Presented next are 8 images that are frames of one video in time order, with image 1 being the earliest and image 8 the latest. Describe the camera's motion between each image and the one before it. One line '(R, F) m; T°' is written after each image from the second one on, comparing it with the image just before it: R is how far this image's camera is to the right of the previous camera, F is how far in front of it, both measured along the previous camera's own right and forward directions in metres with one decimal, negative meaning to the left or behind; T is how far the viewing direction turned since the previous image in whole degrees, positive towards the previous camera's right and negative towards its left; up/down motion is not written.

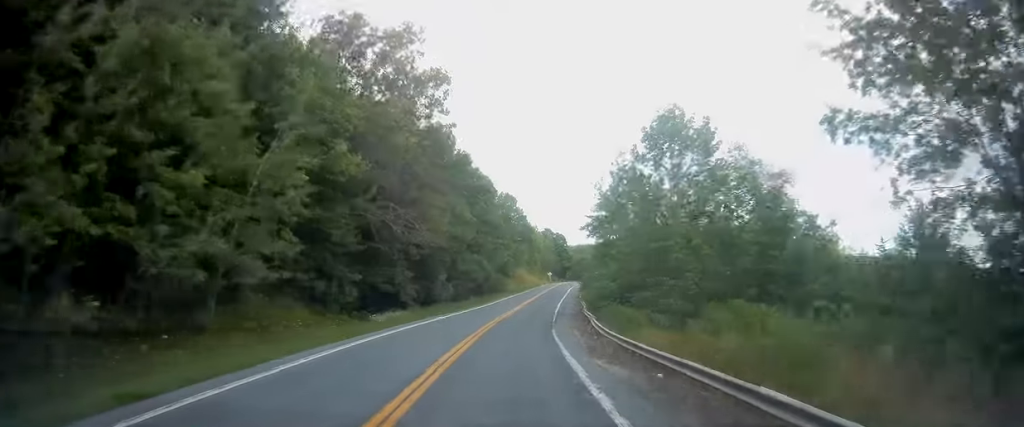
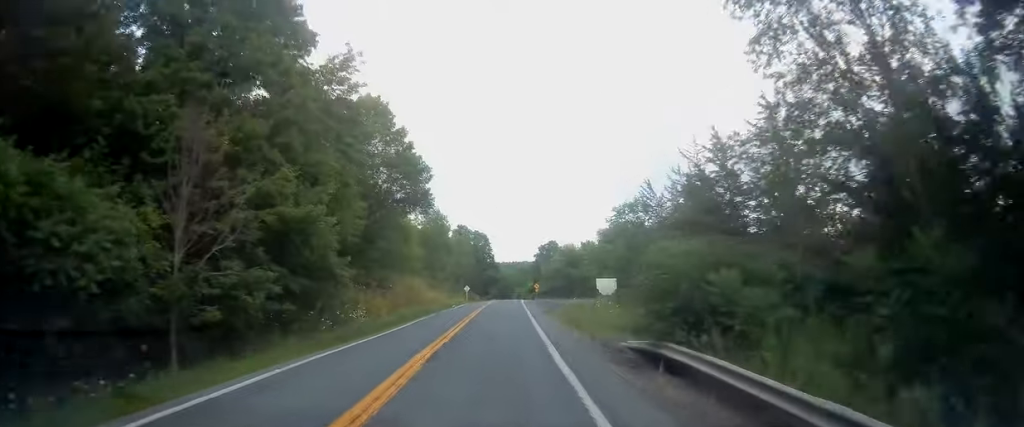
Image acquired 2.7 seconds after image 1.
(+3.3, +62.8) m; +6°
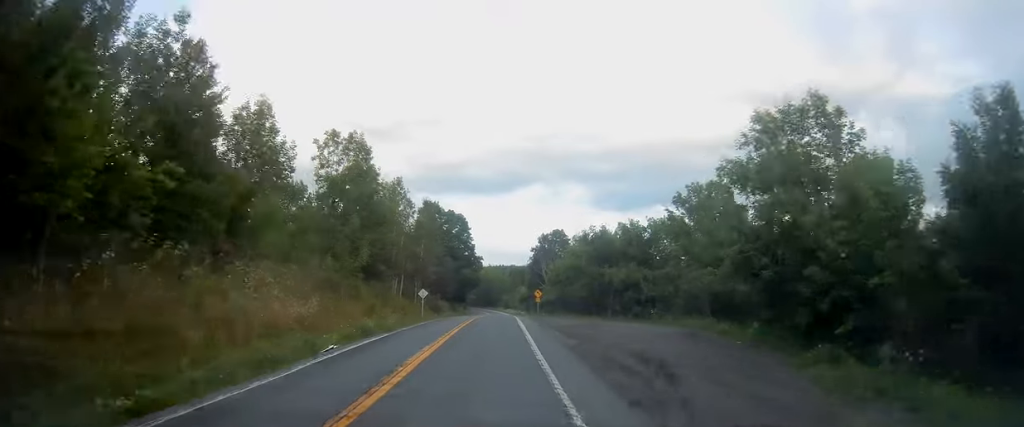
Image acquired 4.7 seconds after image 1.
(+1.3, +43.8) m; +2°
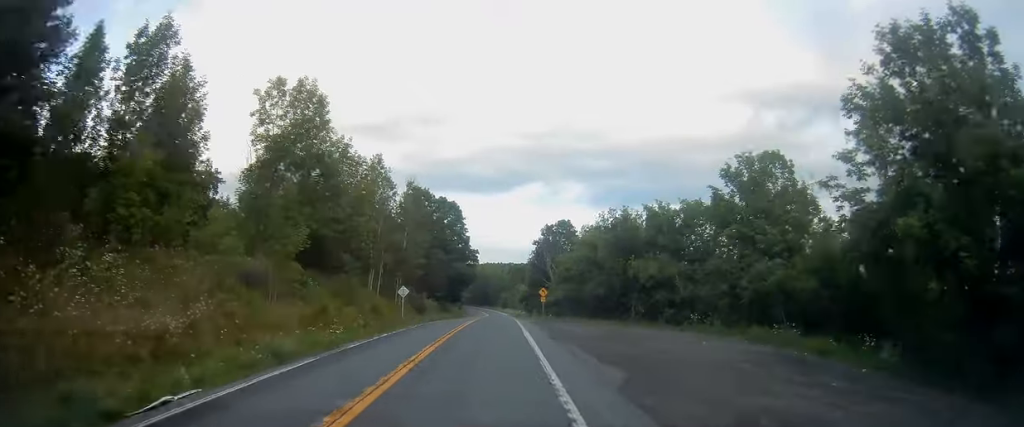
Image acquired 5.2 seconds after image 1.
(0.0, +12.0) m; 0°
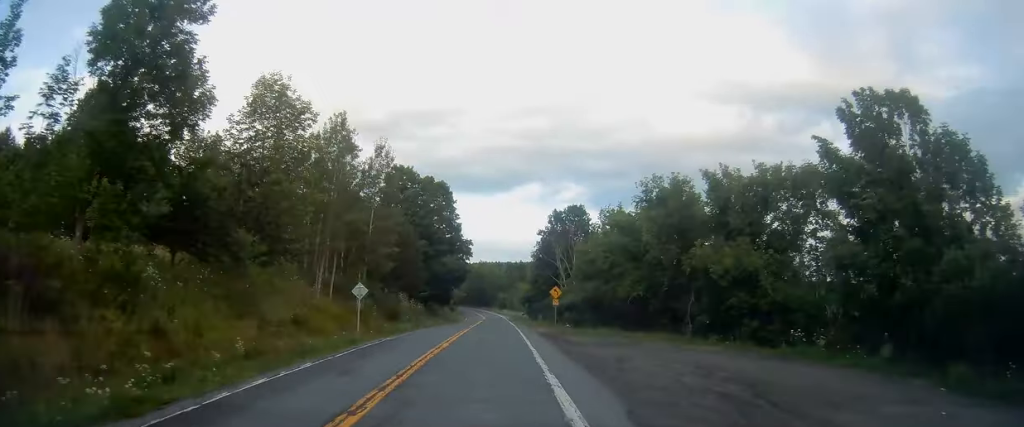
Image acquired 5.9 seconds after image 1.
(0.0, +15.6) m; 0°
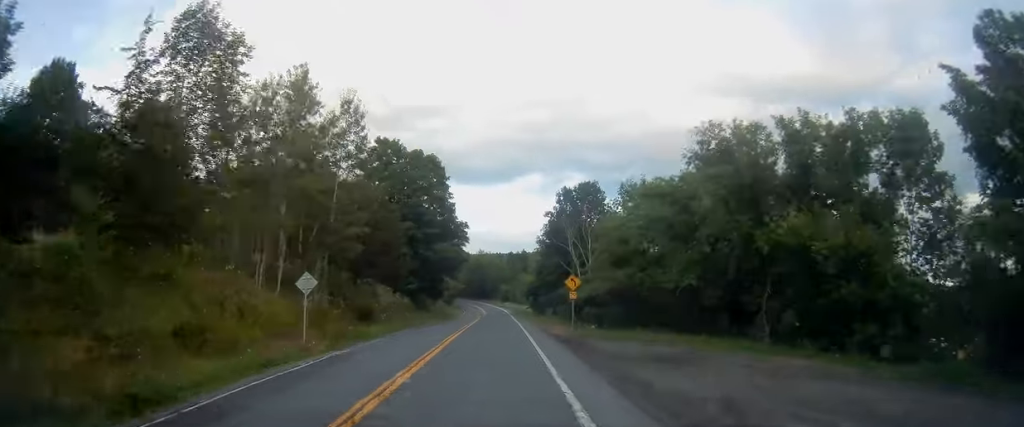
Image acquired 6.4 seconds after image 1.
(-0.1, +10.4) m; +1°
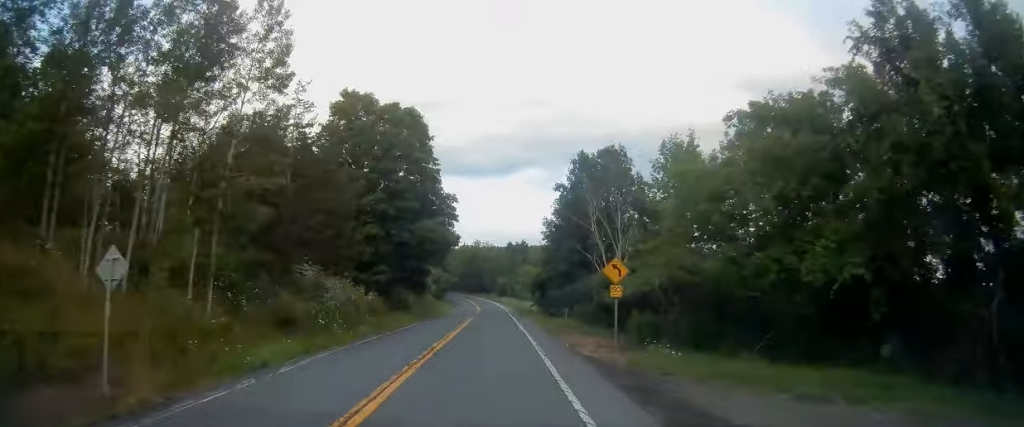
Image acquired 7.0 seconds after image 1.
(+0.2, +14.2) m; 0°
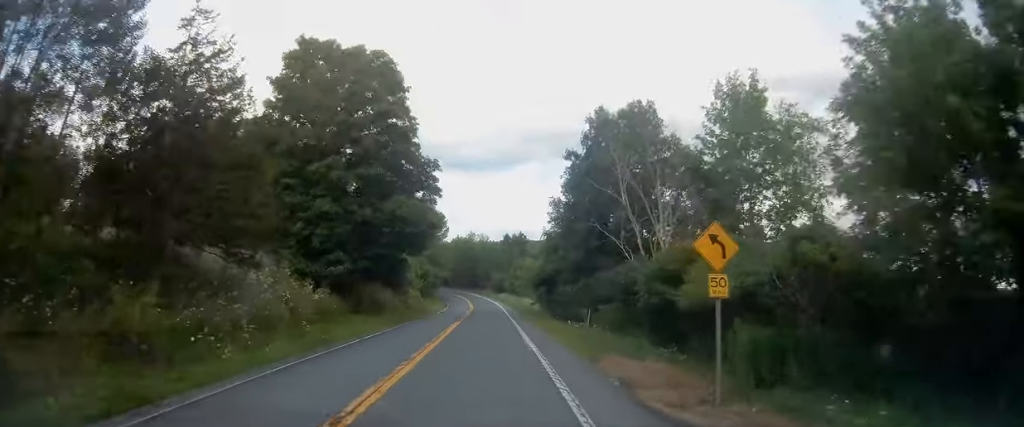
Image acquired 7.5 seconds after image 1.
(+0.2, +11.2) m; 0°
